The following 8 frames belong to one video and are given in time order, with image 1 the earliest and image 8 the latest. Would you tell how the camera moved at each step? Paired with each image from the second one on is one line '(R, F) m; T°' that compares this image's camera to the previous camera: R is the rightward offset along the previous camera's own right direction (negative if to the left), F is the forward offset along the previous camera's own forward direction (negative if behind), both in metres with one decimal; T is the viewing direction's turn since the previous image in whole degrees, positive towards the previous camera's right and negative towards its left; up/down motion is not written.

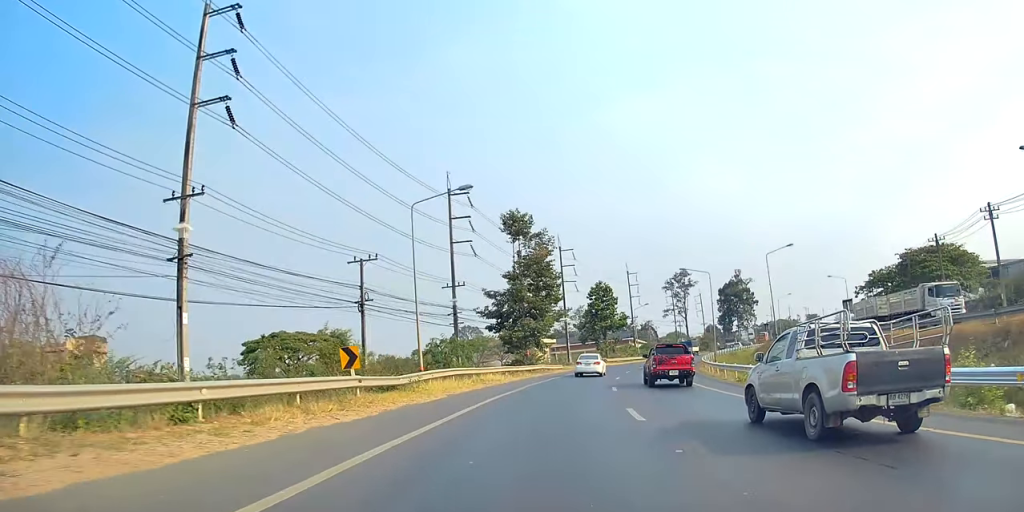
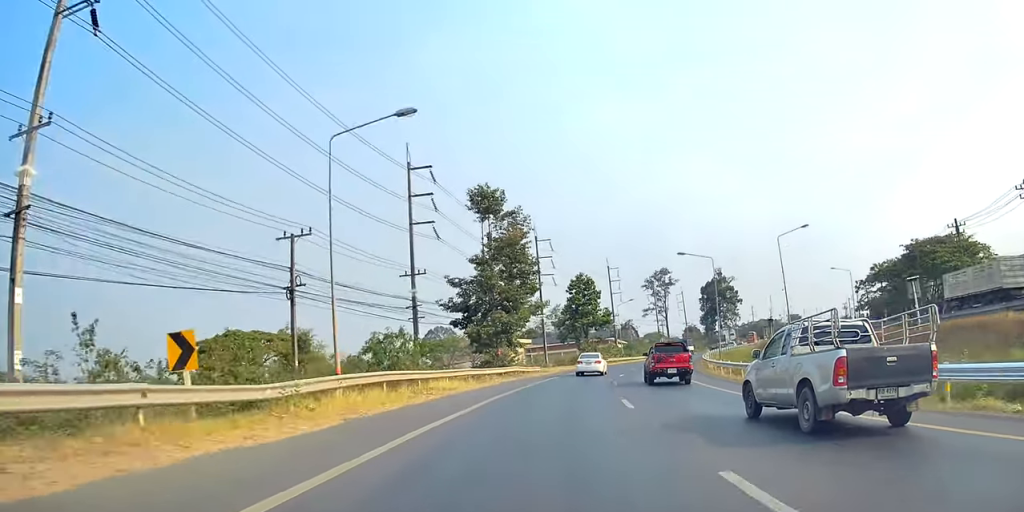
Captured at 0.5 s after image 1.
(+0.2, +10.0) m; +2°
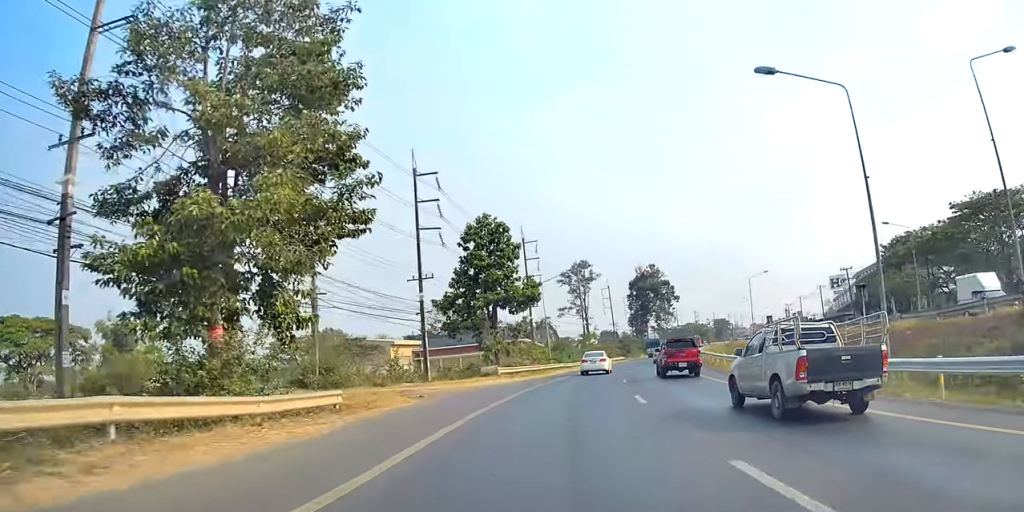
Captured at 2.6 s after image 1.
(+2.0, +36.6) m; +9°
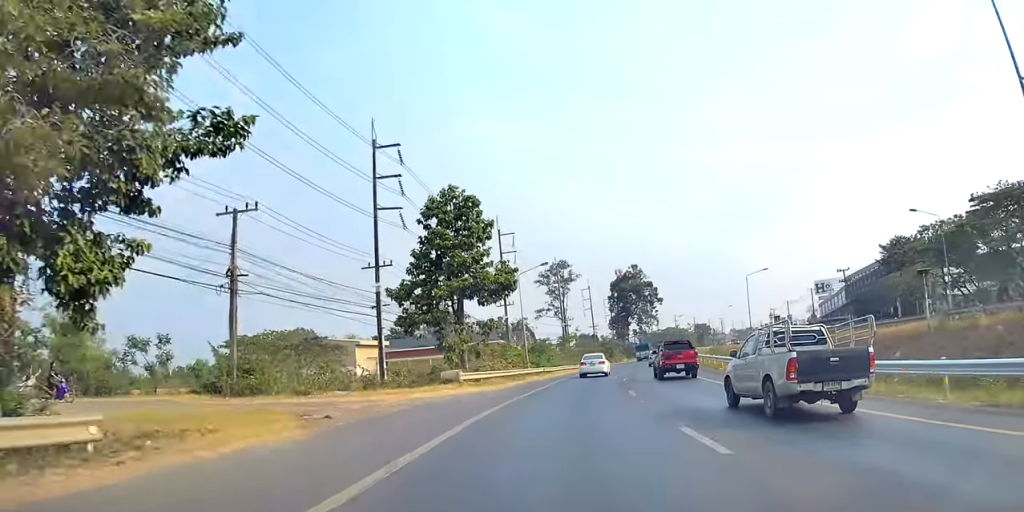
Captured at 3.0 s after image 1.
(+0.3, +8.8) m; +3°
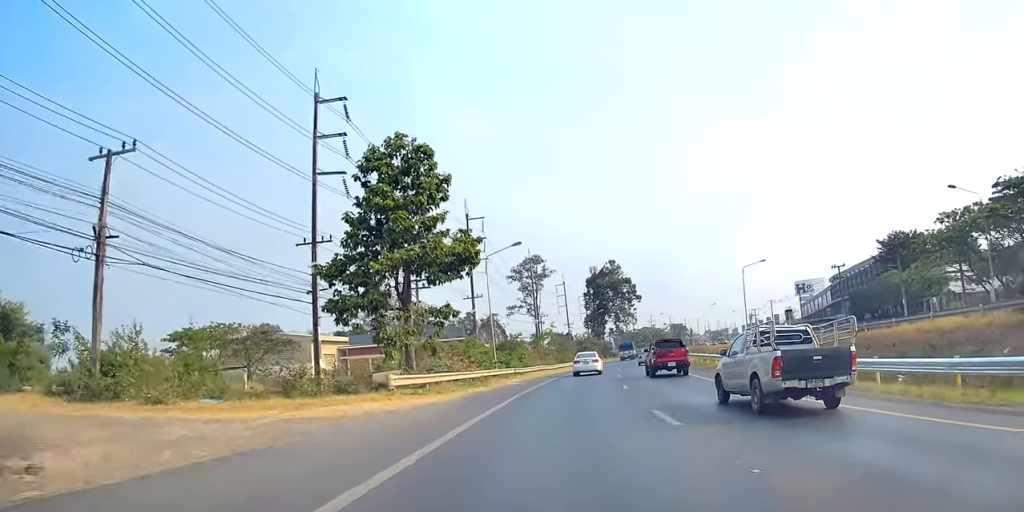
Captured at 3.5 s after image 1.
(+0.1, +9.1) m; +3°
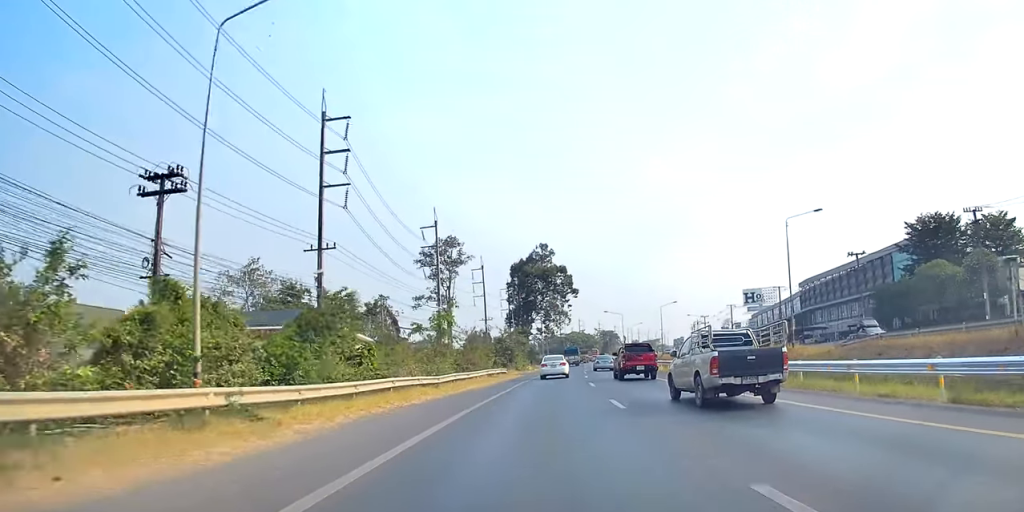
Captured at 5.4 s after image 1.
(+1.5, +33.2) m; +7°
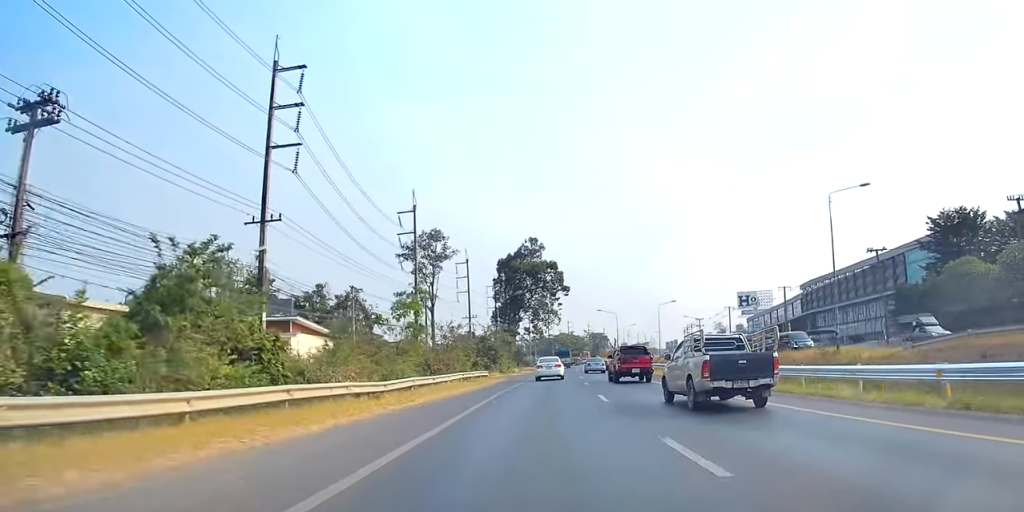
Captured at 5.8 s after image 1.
(+0.6, +9.0) m; +1°
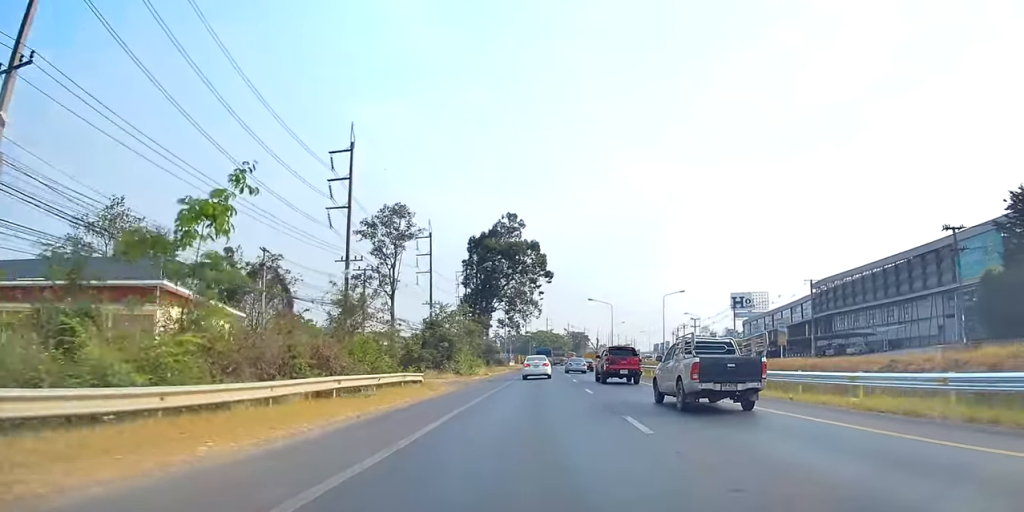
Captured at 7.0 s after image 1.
(+0.6, +21.3) m; +2°
